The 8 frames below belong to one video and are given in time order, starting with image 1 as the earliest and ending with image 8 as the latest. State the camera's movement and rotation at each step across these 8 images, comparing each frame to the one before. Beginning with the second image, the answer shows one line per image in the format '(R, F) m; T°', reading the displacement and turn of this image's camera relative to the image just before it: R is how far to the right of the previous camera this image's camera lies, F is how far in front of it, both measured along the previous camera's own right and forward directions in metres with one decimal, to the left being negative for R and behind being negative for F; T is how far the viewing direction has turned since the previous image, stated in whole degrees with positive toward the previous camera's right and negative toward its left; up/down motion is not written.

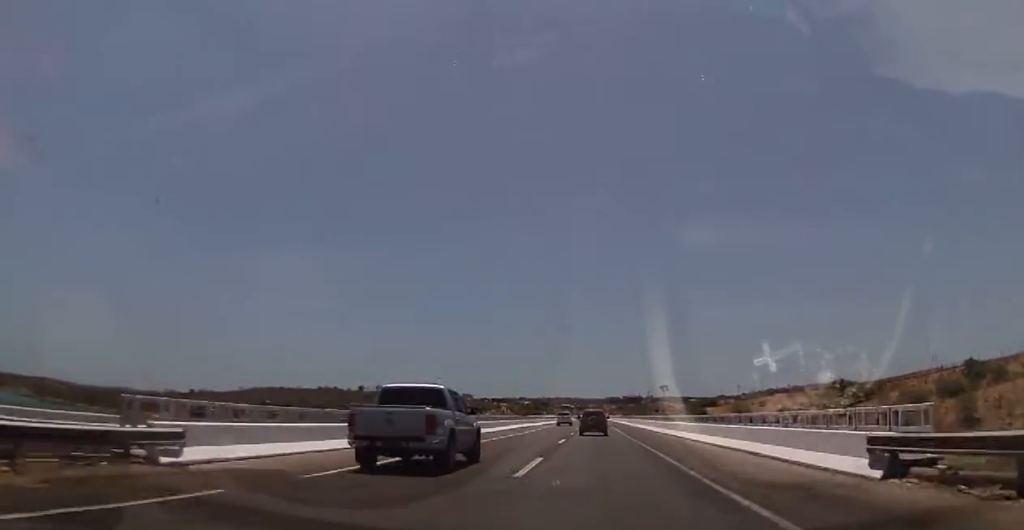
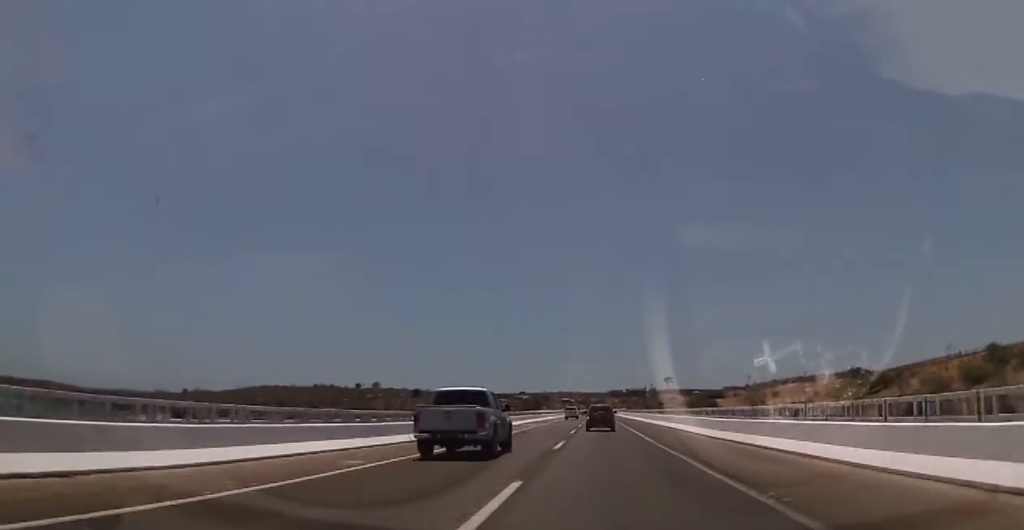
(+0.1, +22.0) m; +1°
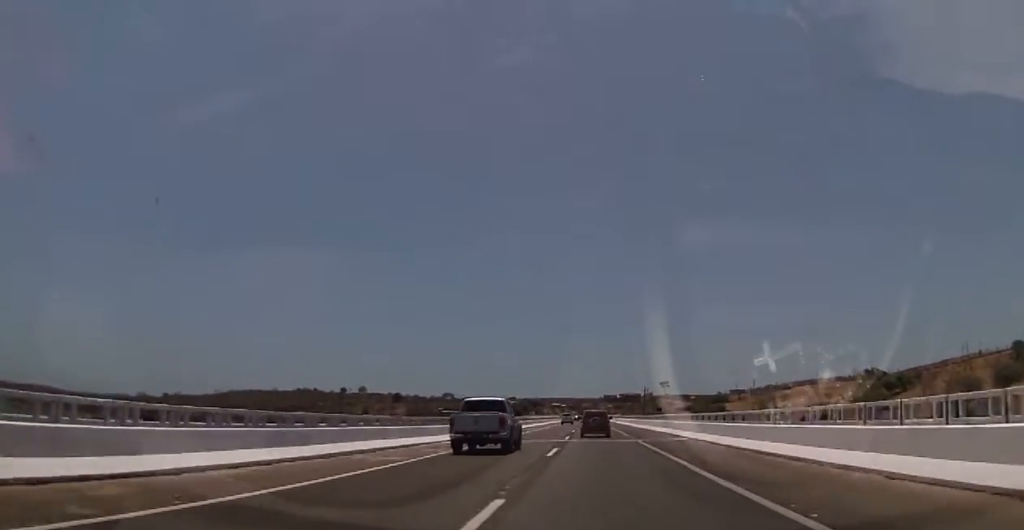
(+0.1, +30.2) m; 0°
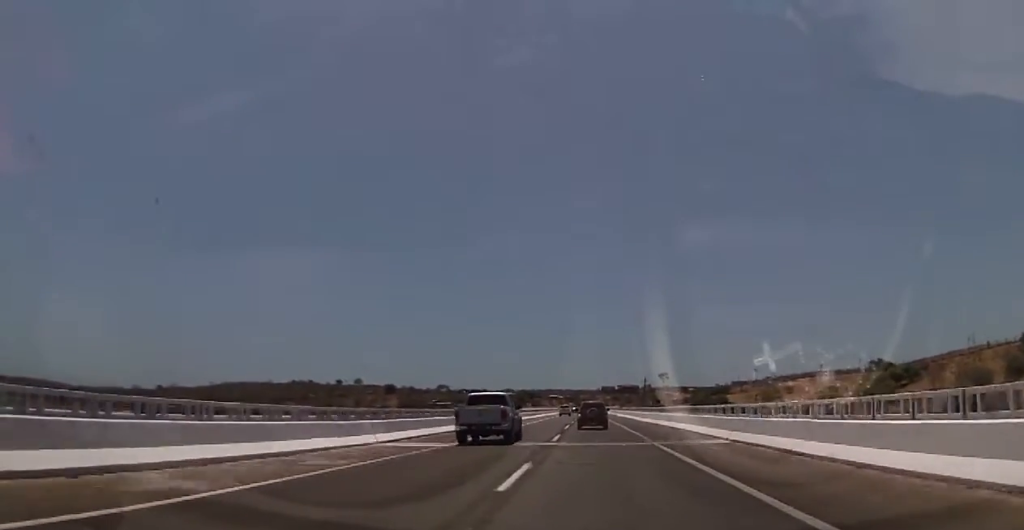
(0.0, +9.4) m; 0°
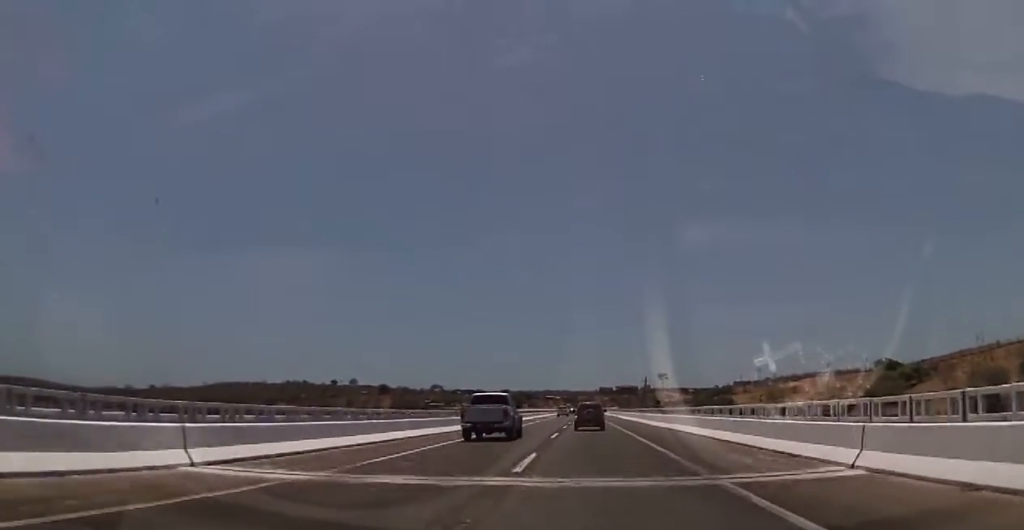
(0.0, +10.5) m; 0°
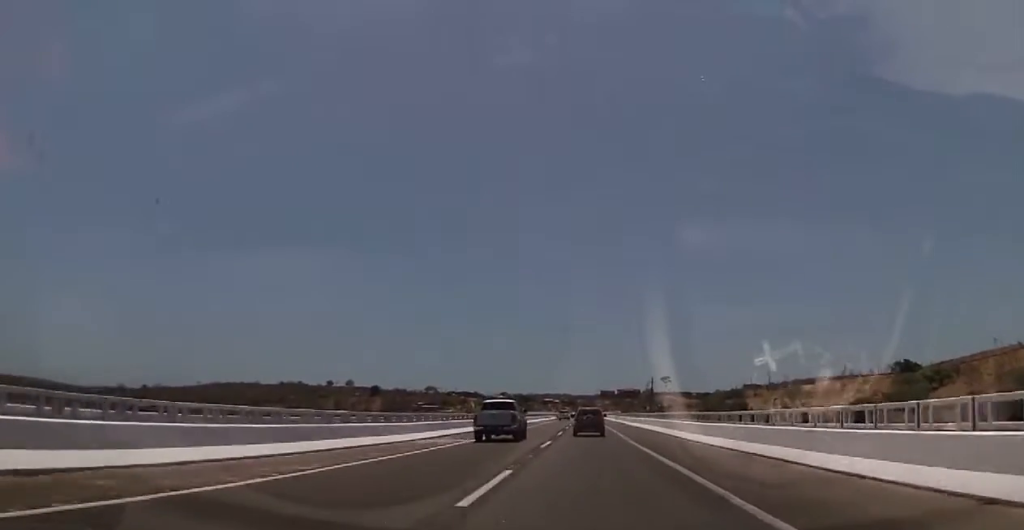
(0.0, +16.8) m; 0°
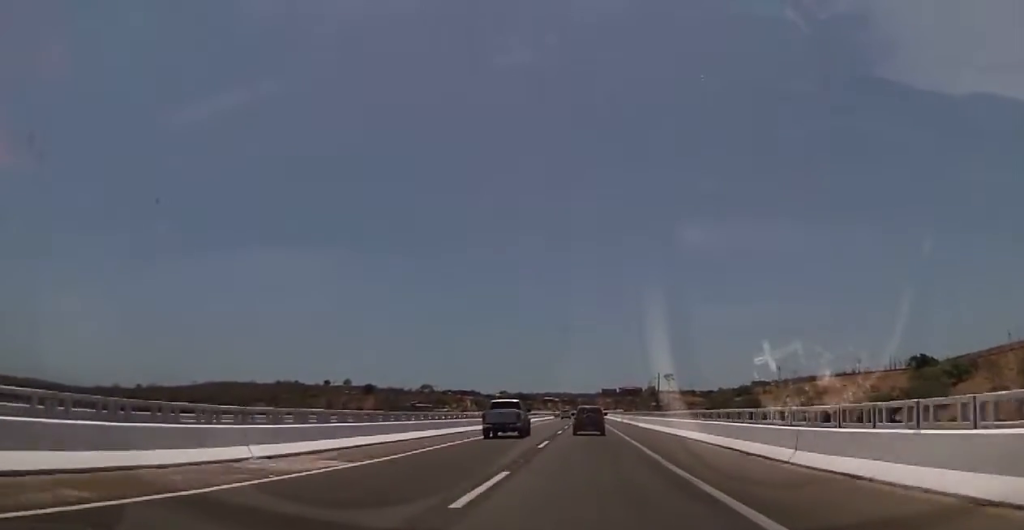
(0.0, +13.1) m; 0°
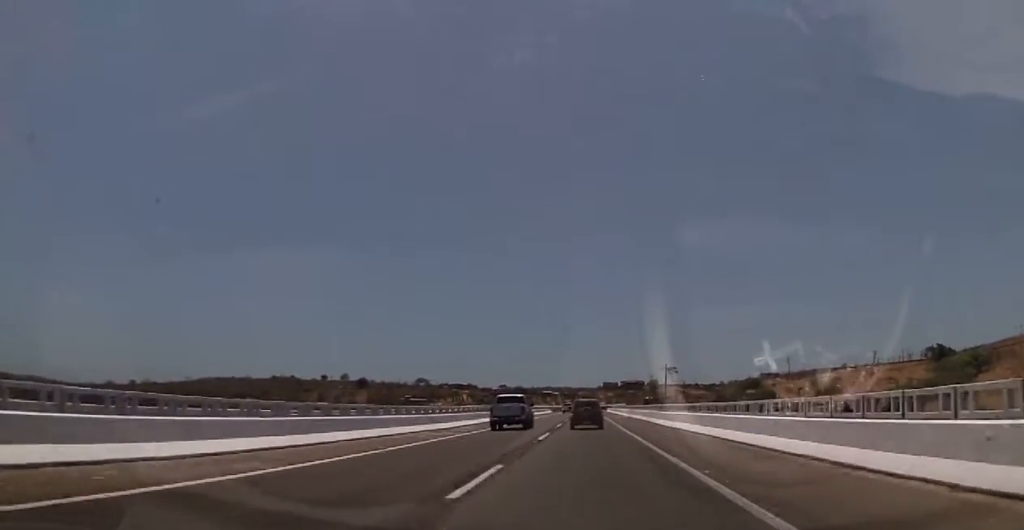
(0.0, +13.3) m; 0°
